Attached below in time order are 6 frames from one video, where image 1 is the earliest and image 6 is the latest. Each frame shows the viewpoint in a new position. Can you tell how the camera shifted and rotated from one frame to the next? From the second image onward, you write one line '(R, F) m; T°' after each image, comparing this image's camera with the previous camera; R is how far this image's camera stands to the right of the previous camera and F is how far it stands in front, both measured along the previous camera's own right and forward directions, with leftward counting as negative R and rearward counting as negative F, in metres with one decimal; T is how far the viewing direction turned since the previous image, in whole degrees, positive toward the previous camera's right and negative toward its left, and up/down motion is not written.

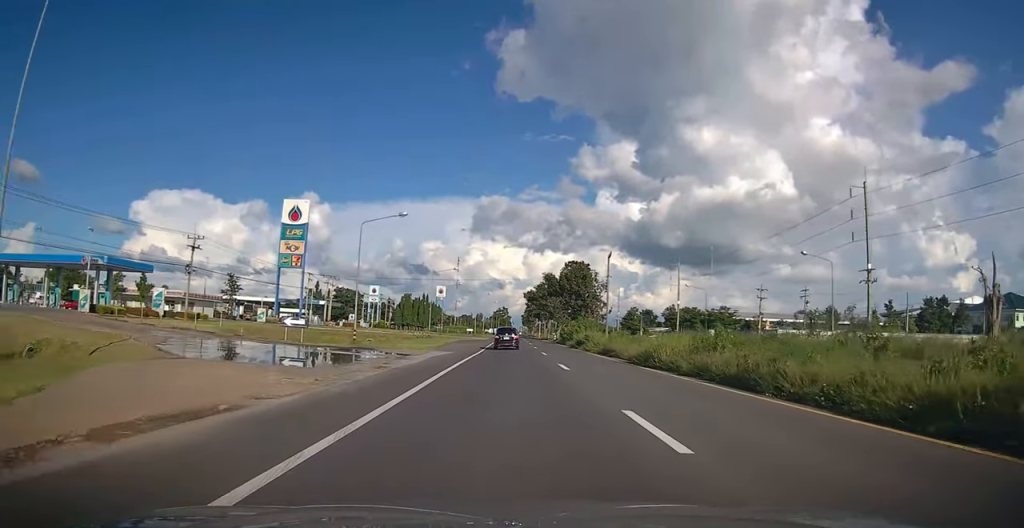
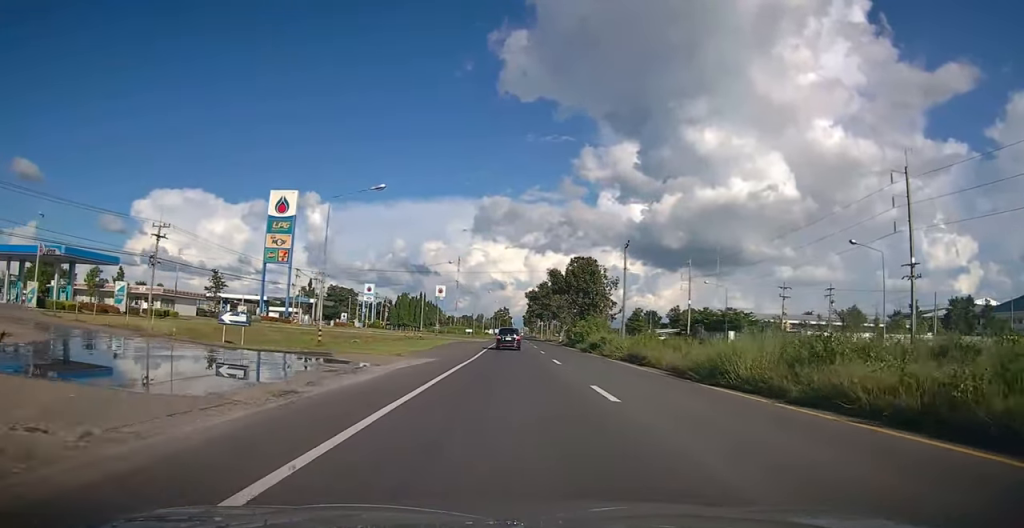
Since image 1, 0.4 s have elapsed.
(0.0, +7.9) m; 0°
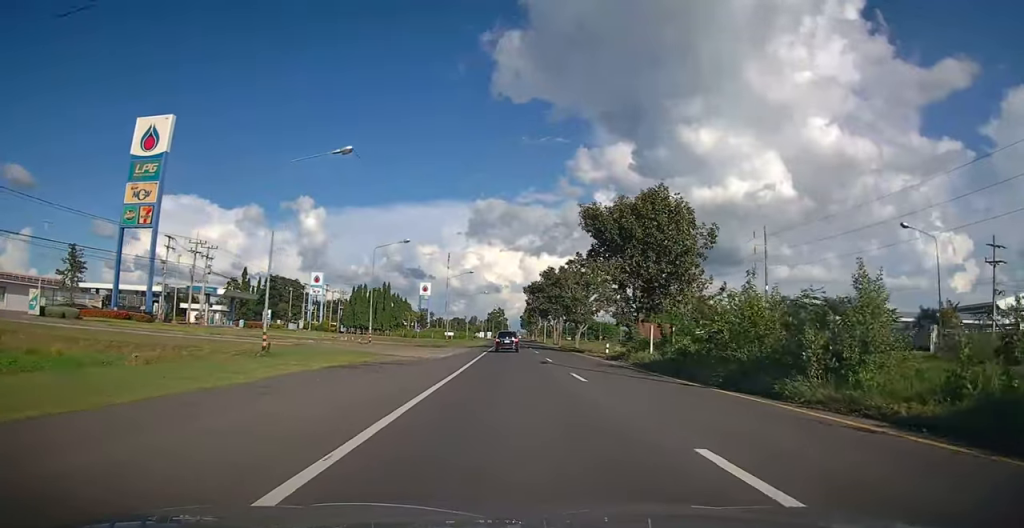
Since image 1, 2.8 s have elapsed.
(-0.2, +42.7) m; 0°
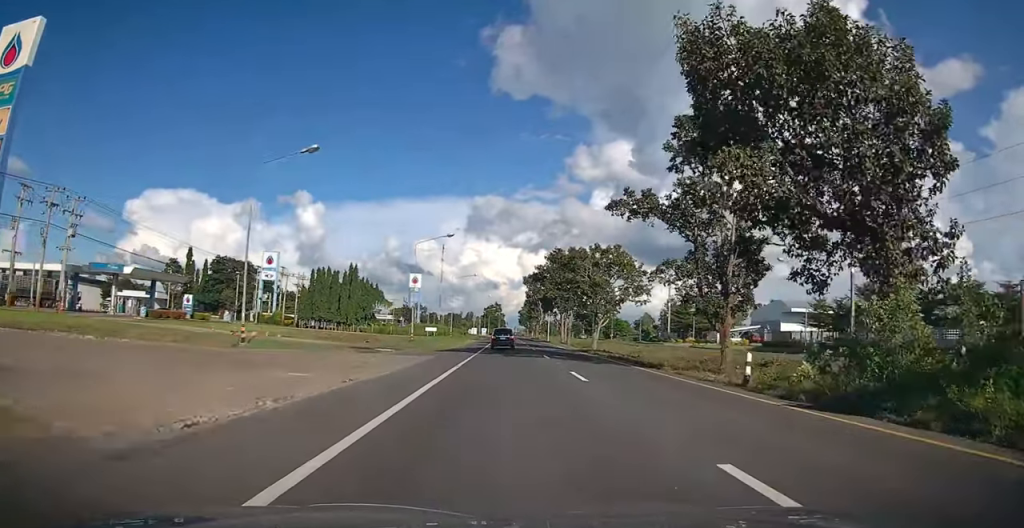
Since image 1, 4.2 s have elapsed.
(-0.1, +24.4) m; 0°
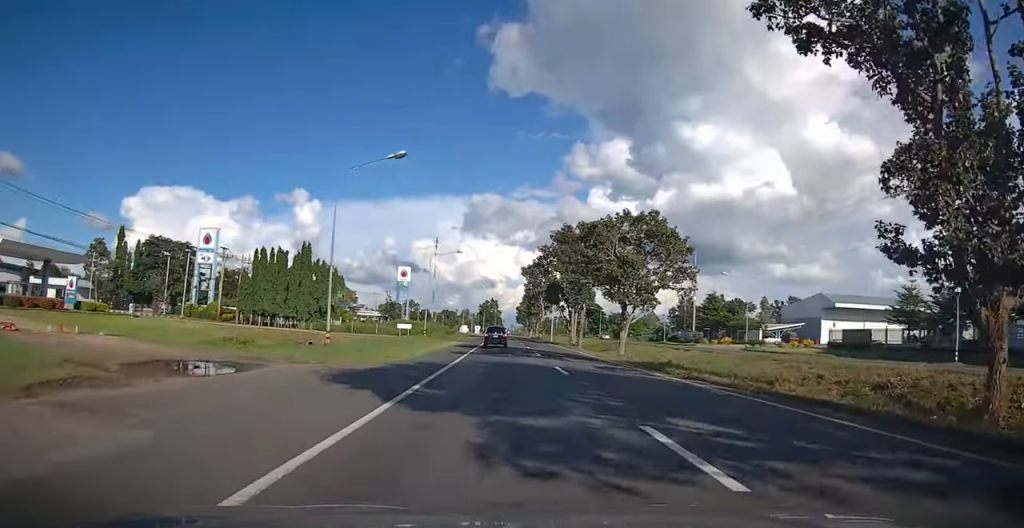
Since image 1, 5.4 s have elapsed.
(+0.1, +21.7) m; +1°
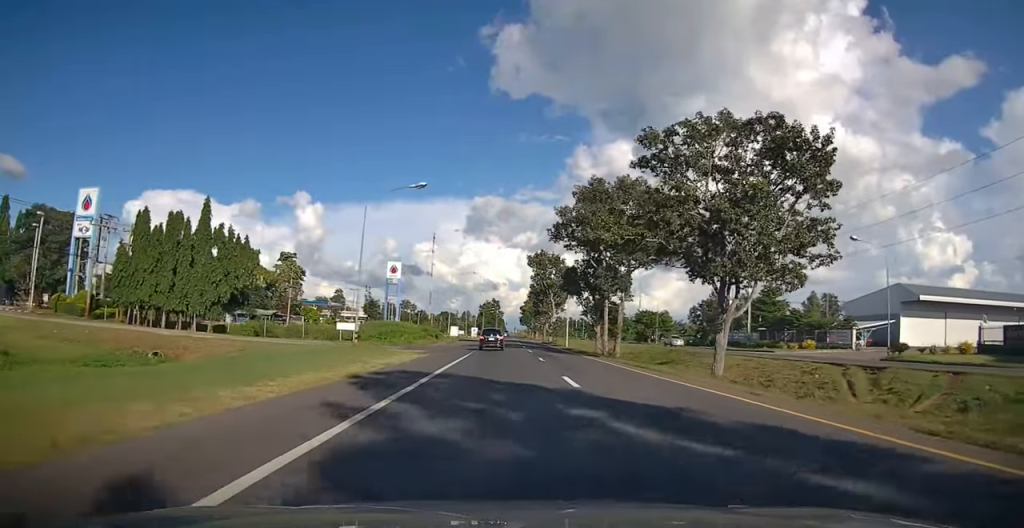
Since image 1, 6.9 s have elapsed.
(0.0, +26.9) m; 0°
